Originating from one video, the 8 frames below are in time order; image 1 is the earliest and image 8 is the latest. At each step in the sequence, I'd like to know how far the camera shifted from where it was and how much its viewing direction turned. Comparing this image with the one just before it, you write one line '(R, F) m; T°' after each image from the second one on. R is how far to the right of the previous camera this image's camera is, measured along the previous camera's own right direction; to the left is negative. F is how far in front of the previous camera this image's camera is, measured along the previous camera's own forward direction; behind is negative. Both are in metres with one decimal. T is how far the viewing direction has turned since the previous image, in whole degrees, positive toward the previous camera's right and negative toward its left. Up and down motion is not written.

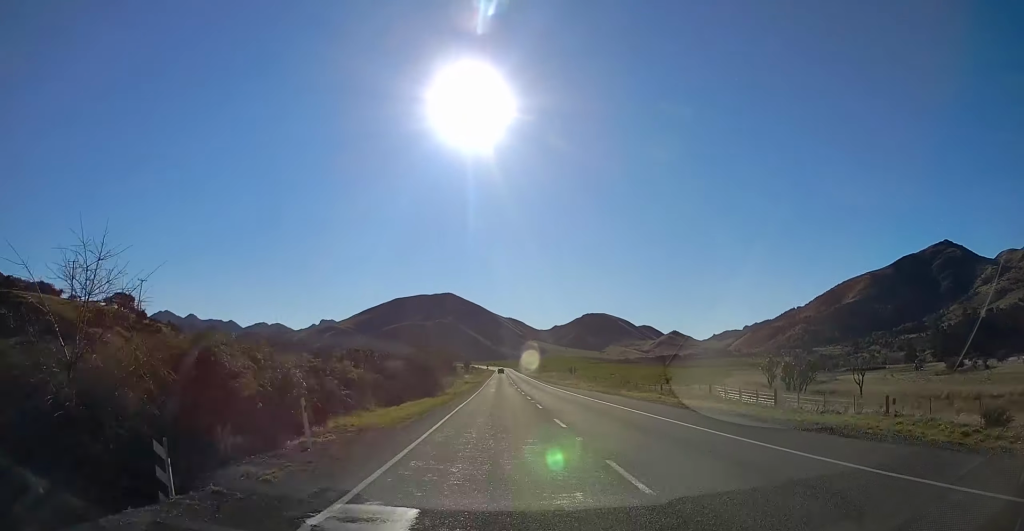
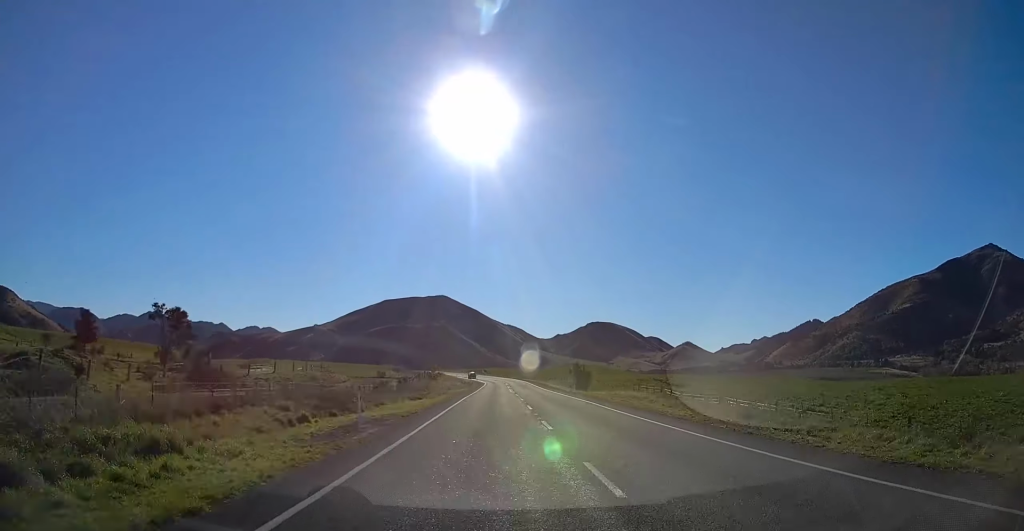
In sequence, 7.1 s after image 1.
(+3.0, +189.8) m; 0°
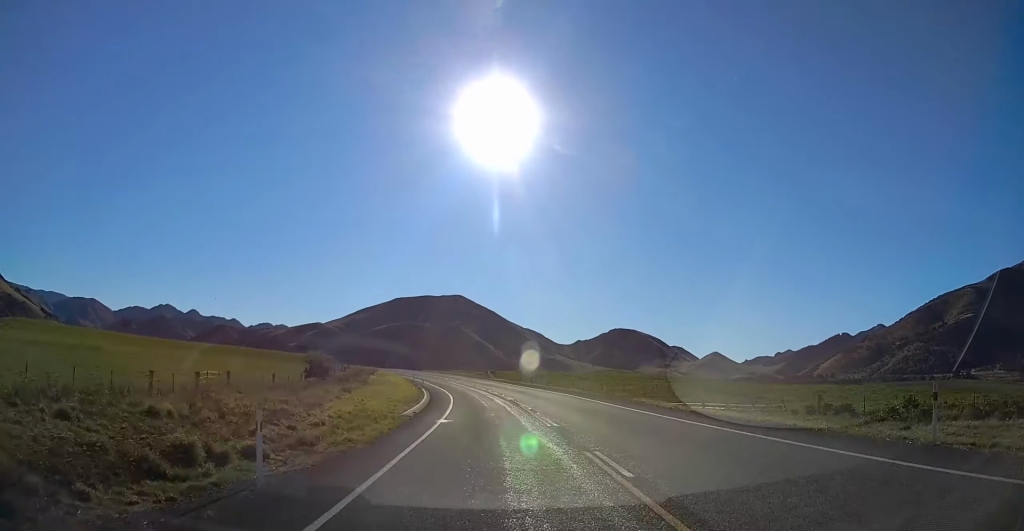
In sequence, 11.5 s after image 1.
(-2.7, +117.7) m; -6°
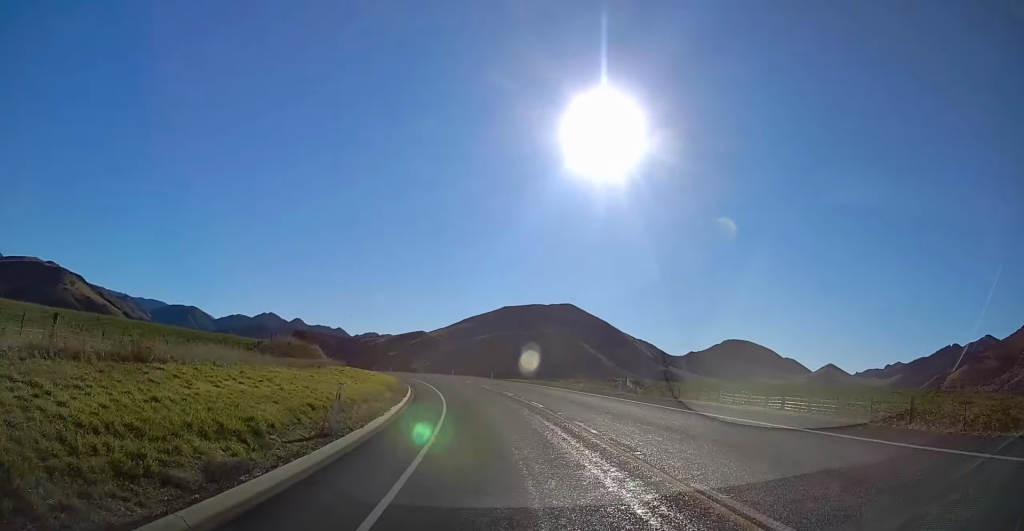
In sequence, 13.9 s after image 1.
(0.0, +64.1) m; -8°
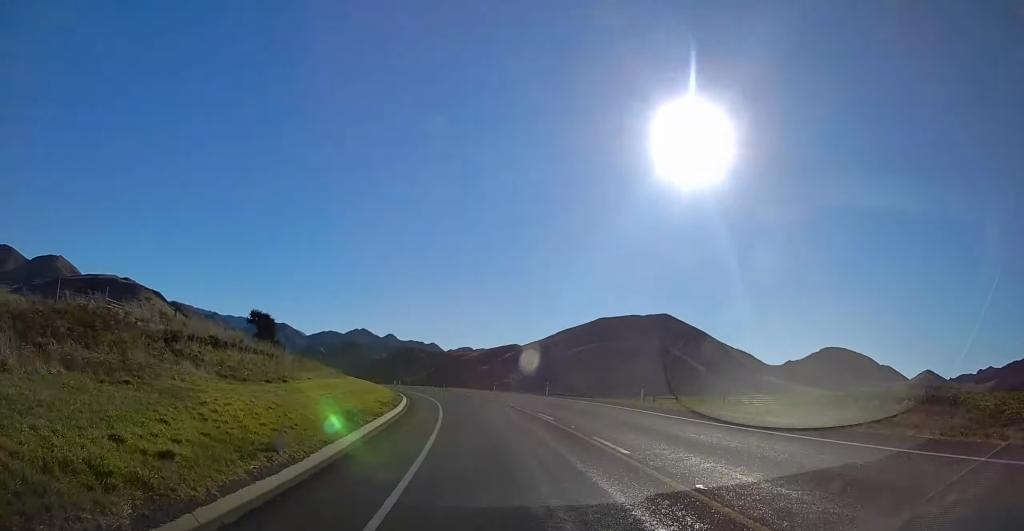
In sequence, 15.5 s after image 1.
(-2.3, +42.1) m; -6°
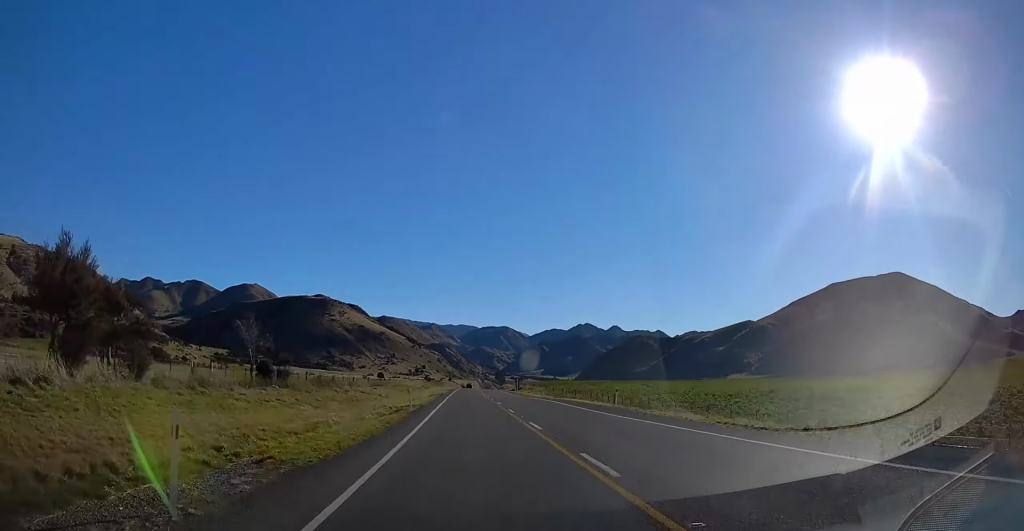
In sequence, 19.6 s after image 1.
(-18.7, +108.5) m; -16°
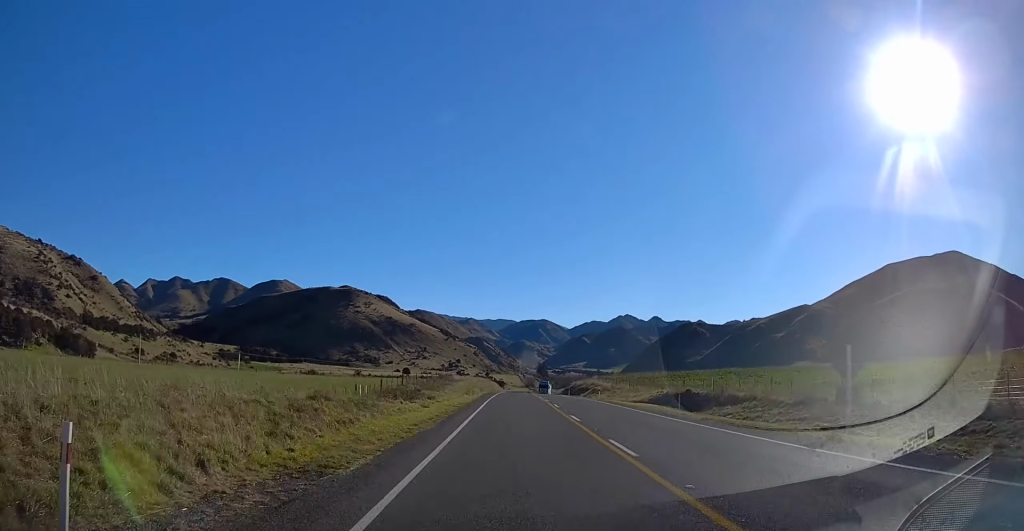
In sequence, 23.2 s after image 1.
(-9.8, +96.7) m; -5°
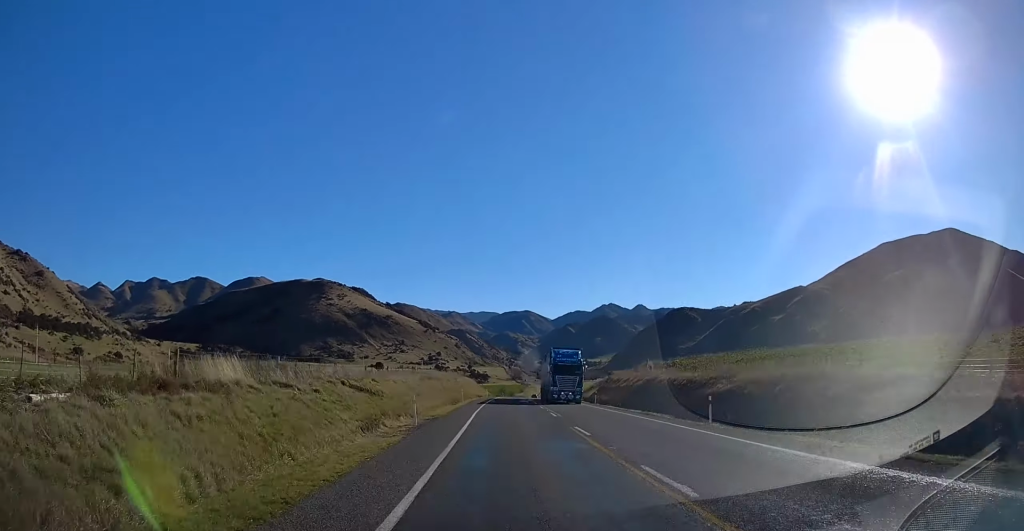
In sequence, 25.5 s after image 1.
(-0.1, +61.5) m; +1°
